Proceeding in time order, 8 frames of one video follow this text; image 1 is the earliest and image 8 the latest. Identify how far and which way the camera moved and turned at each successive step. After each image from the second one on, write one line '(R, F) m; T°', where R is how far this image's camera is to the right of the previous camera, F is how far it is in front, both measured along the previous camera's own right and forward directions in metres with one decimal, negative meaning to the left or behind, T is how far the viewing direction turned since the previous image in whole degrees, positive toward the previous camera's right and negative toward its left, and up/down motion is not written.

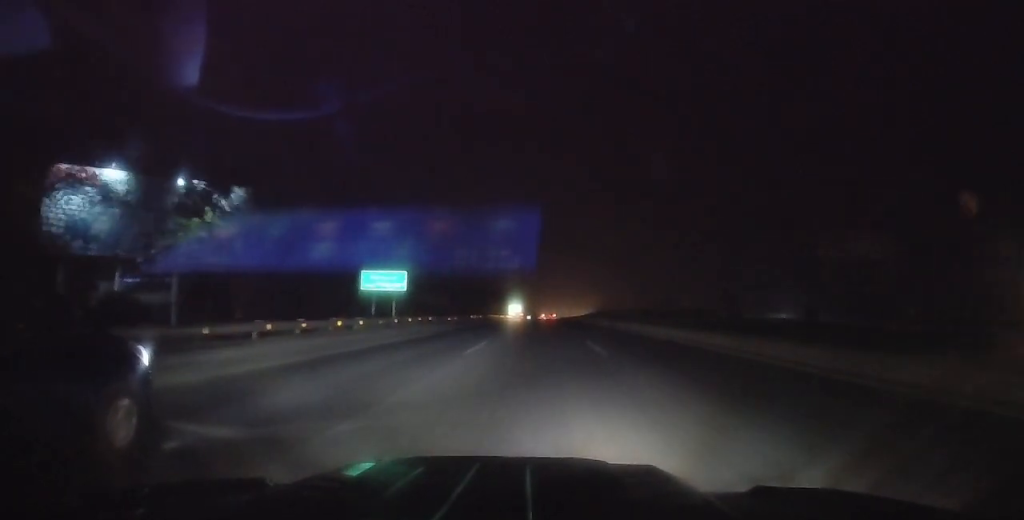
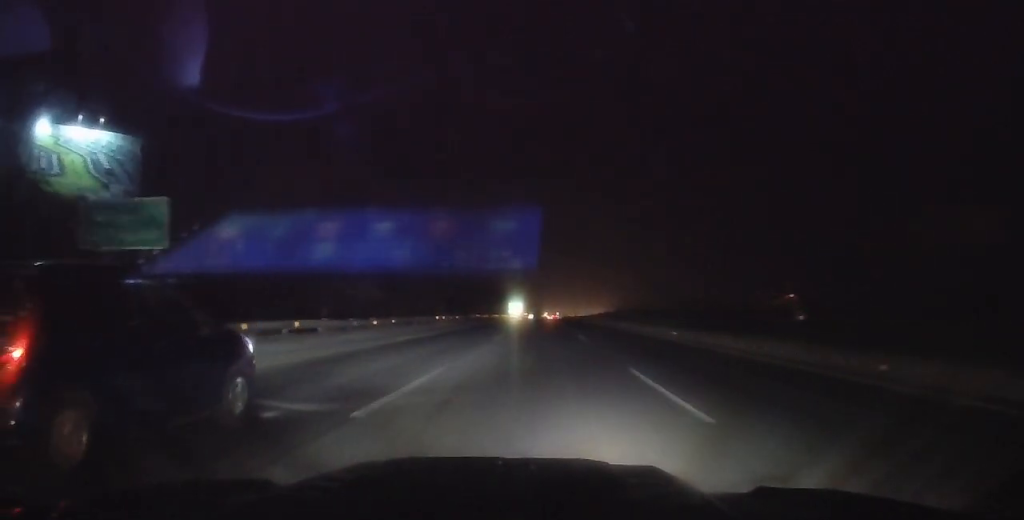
(+0.3, +28.3) m; -1°
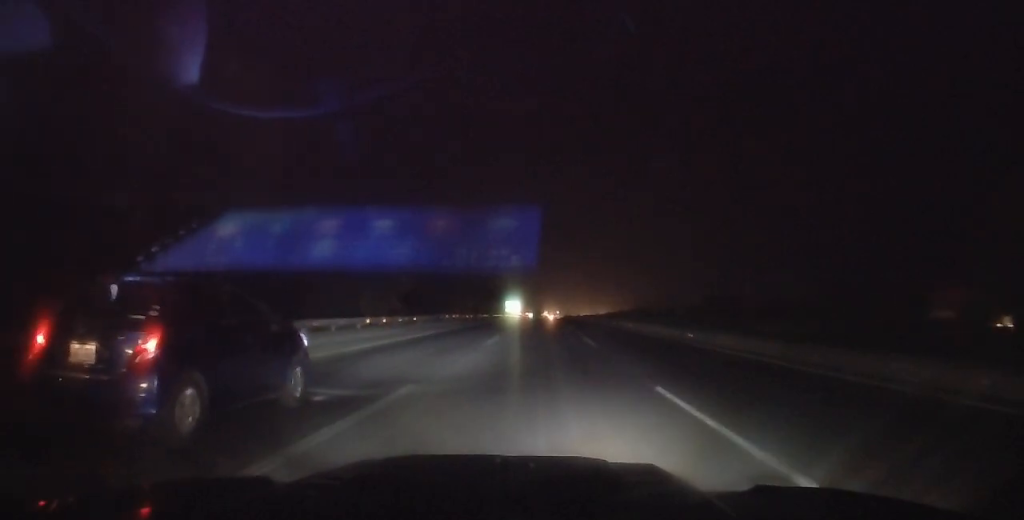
(-0.4, +21.0) m; 0°
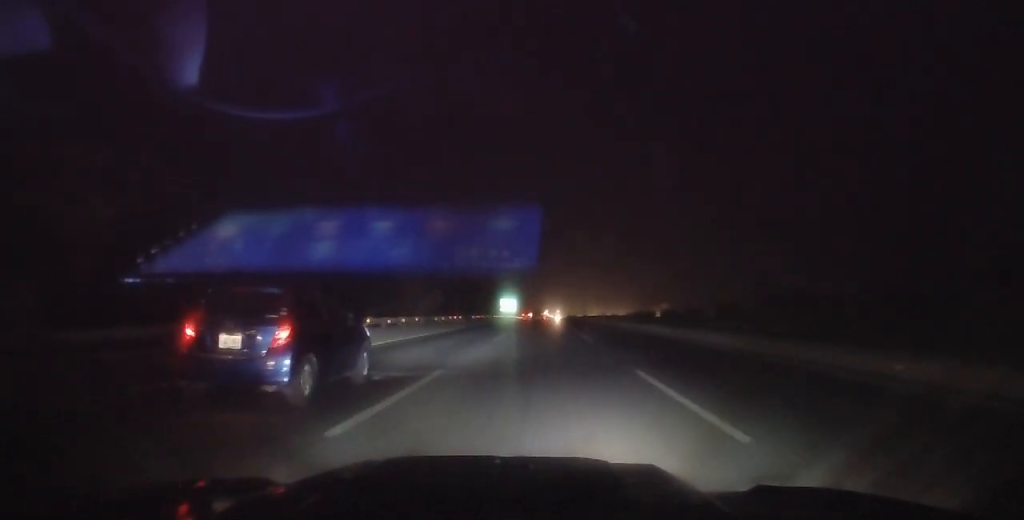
(+0.5, +33.7) m; 0°
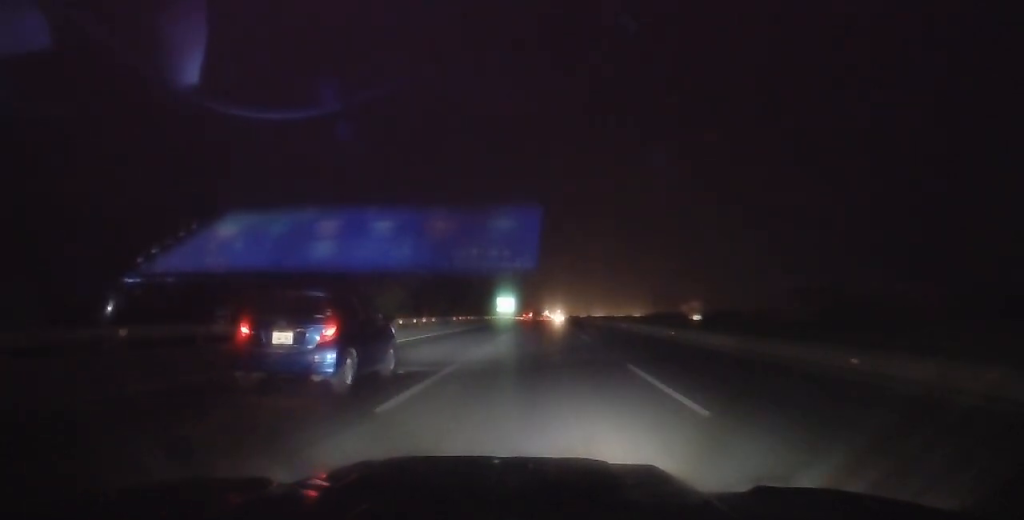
(-0.3, +16.5) m; 0°
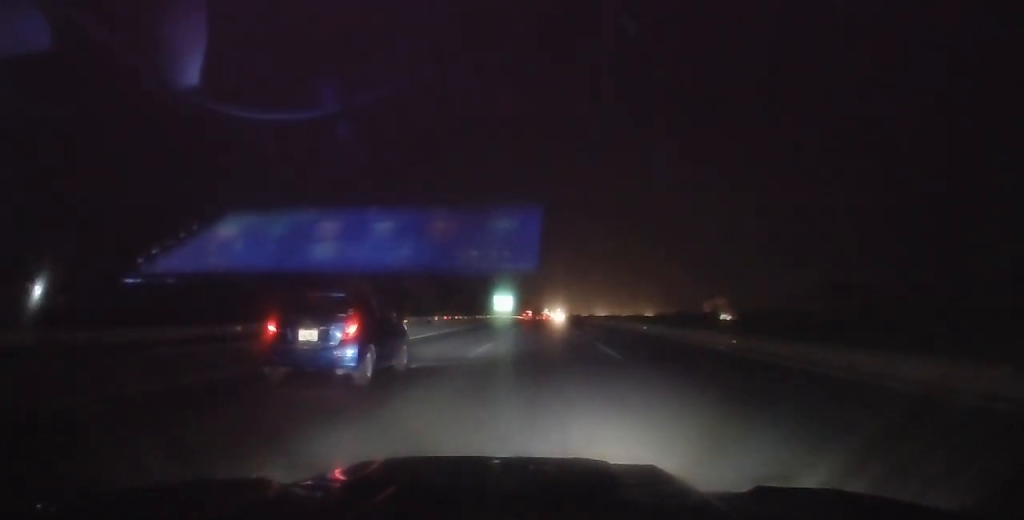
(0.0, +9.9) m; 0°
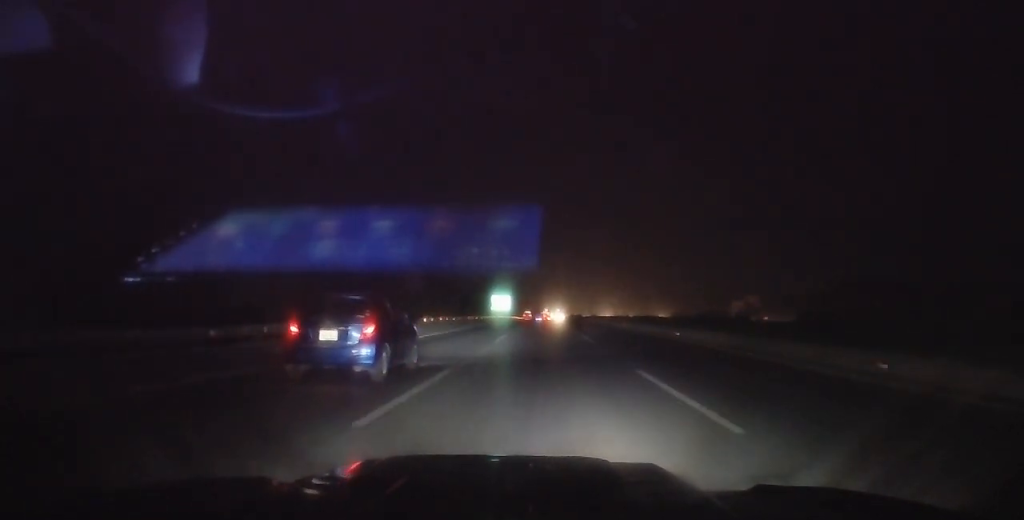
(+0.1, +9.3) m; +1°
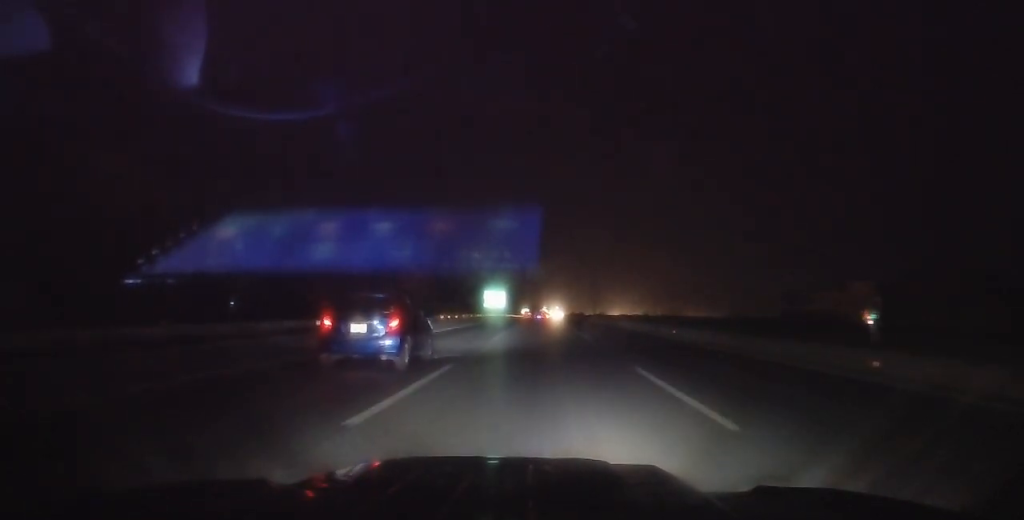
(+0.3, +17.8) m; 0°
